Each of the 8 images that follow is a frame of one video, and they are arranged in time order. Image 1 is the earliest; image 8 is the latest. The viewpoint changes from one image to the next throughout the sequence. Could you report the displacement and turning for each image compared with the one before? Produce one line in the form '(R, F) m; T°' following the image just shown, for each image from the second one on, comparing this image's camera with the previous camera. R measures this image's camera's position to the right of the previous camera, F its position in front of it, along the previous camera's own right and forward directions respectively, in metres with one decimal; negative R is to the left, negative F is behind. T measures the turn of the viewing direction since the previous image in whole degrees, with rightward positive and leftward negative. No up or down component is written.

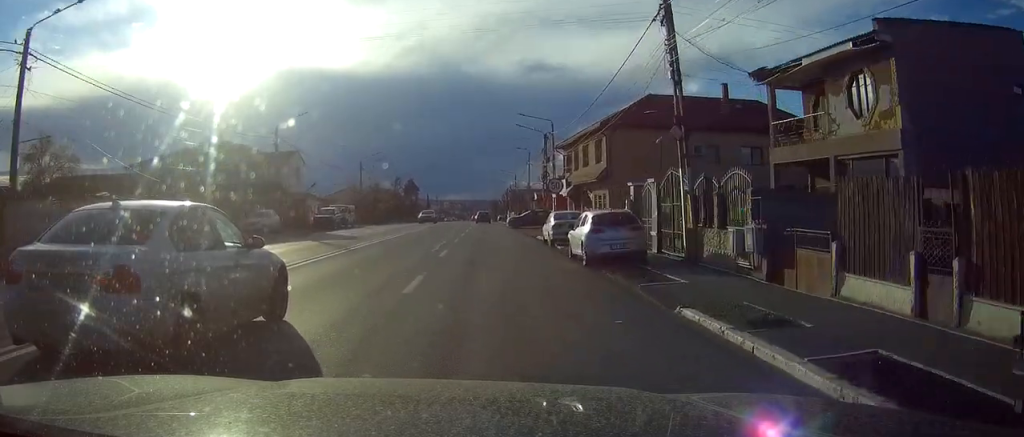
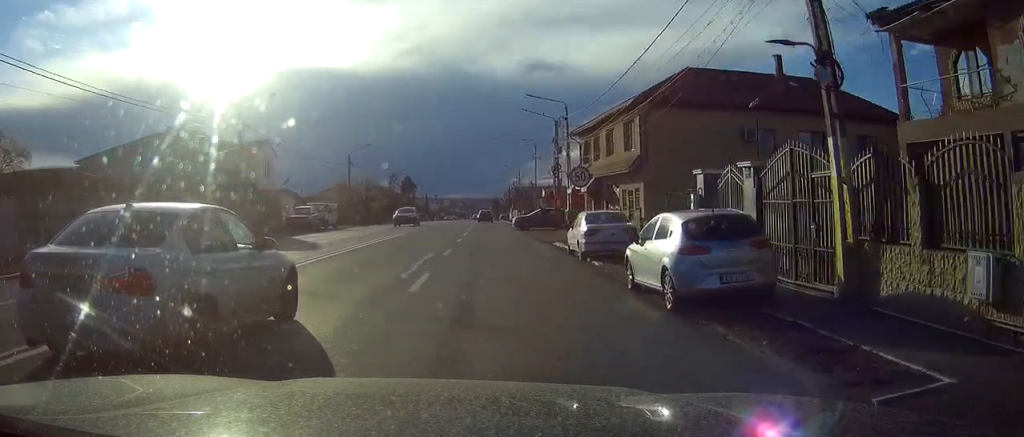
(-0.1, +8.7) m; 0°
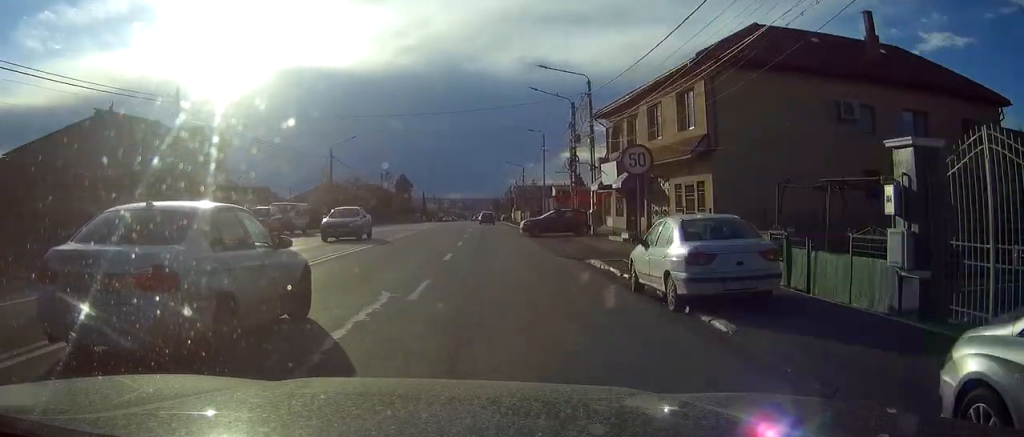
(-0.1, +10.0) m; 0°
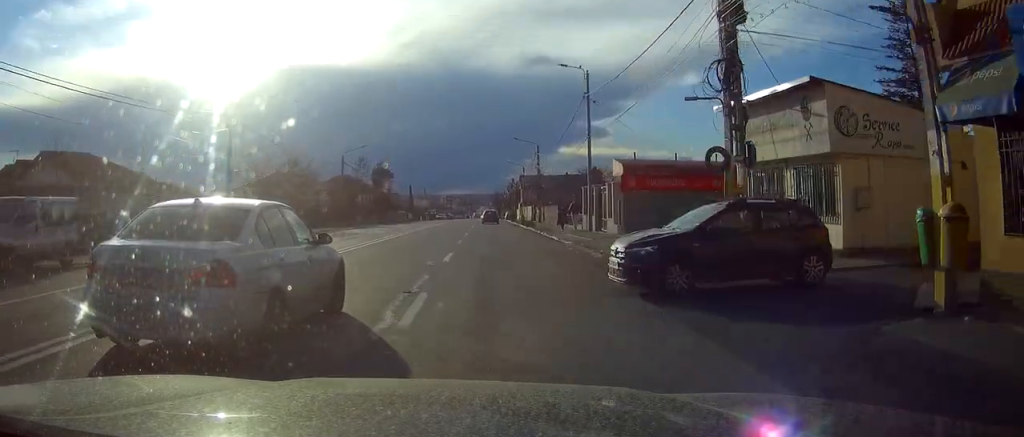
(+0.3, +29.1) m; +1°
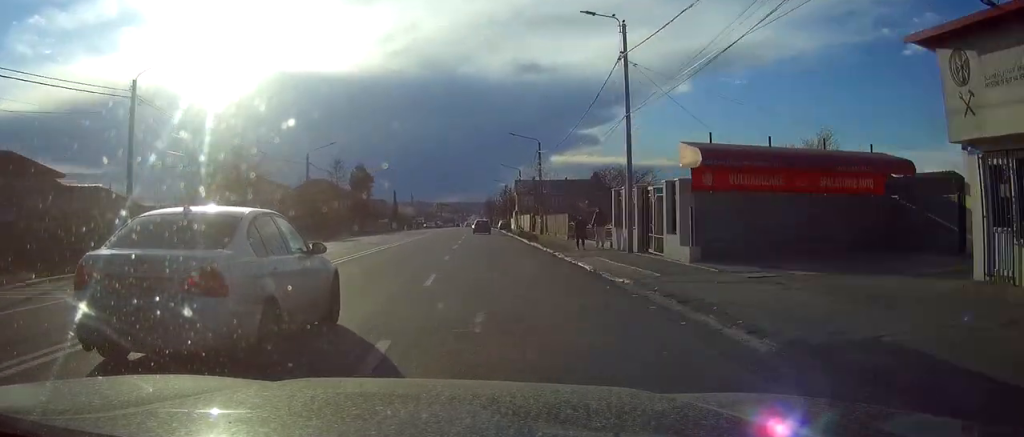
(0.0, +12.2) m; 0°
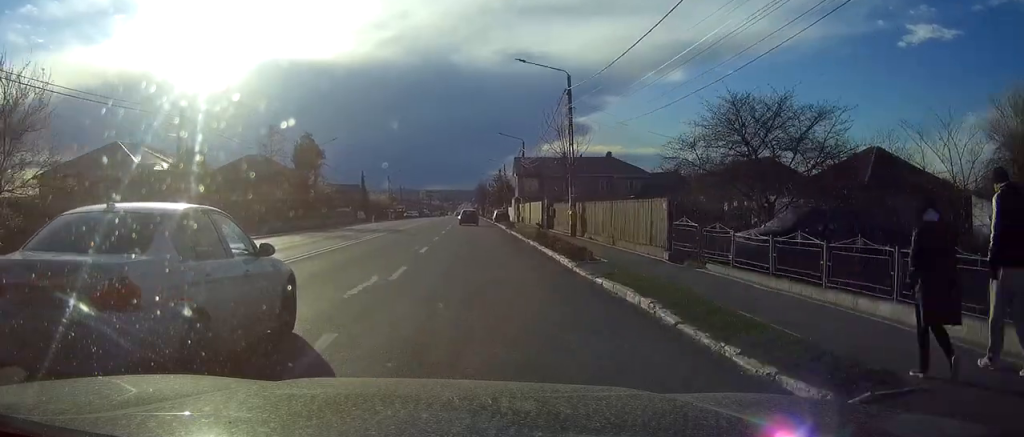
(+0.2, +26.9) m; +1°
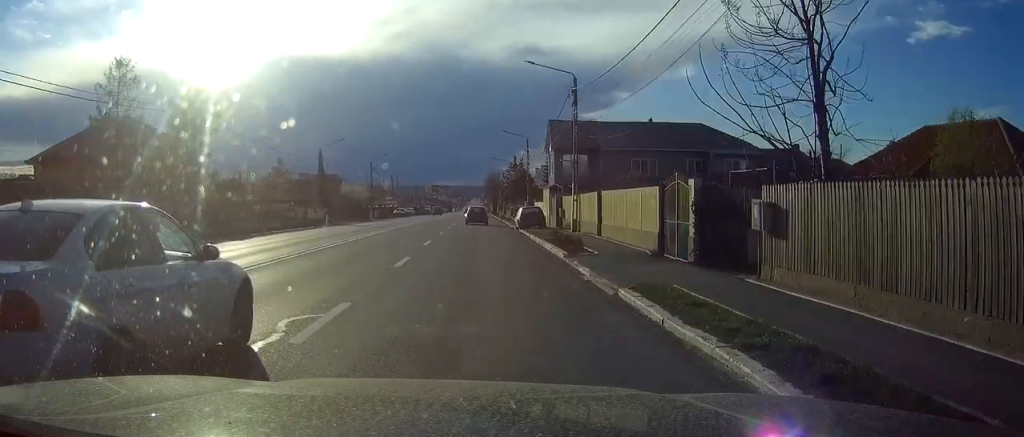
(-0.1, +33.6) m; -1°
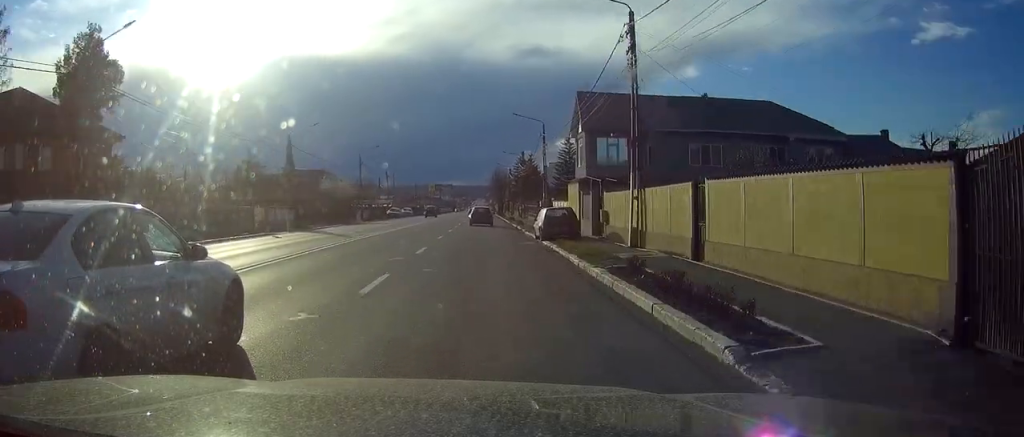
(-0.1, +13.7) m; 0°
